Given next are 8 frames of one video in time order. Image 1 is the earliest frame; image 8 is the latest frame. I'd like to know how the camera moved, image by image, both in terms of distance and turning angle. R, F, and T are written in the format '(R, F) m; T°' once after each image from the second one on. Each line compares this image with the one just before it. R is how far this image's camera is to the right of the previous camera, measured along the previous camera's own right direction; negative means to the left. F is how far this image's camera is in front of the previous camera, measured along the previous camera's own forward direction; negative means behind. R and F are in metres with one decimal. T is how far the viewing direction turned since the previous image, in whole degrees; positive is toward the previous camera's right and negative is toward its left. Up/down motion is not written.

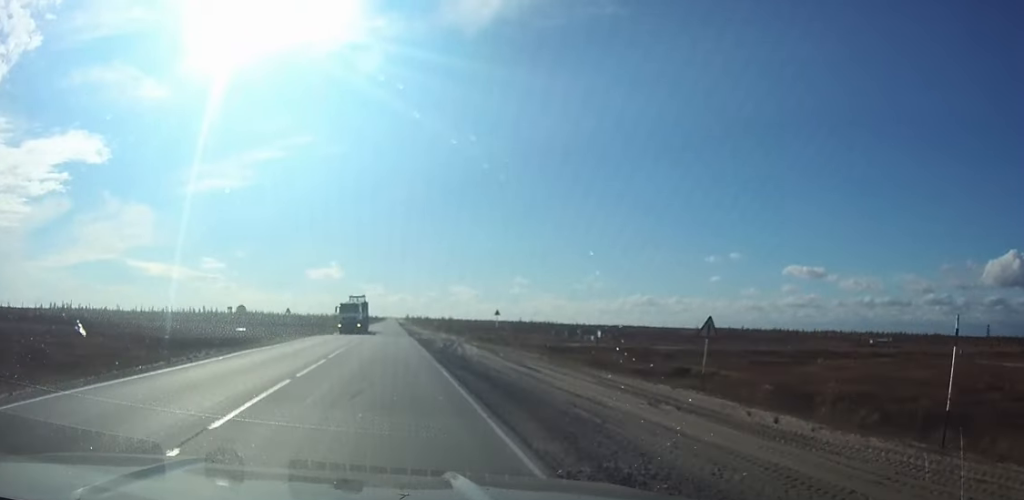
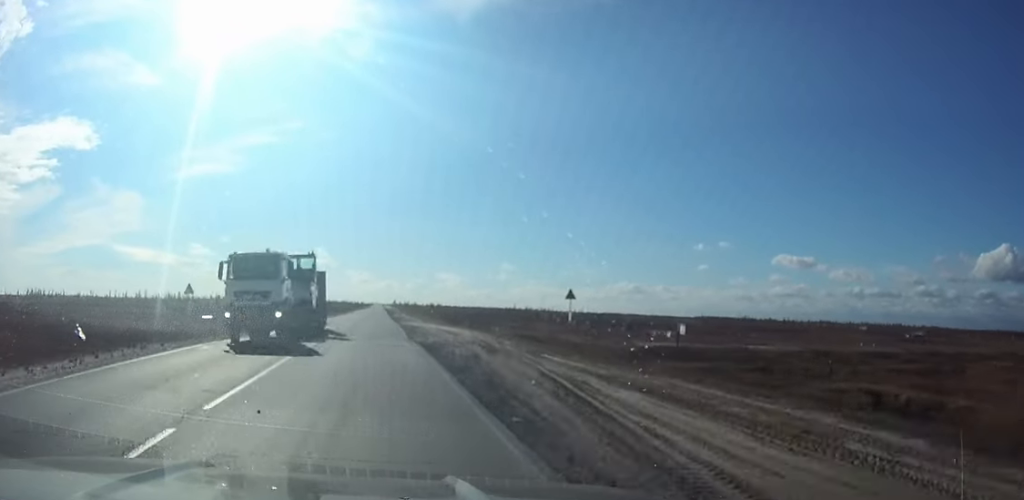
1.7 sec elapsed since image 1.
(+0.1, +26.2) m; +1°
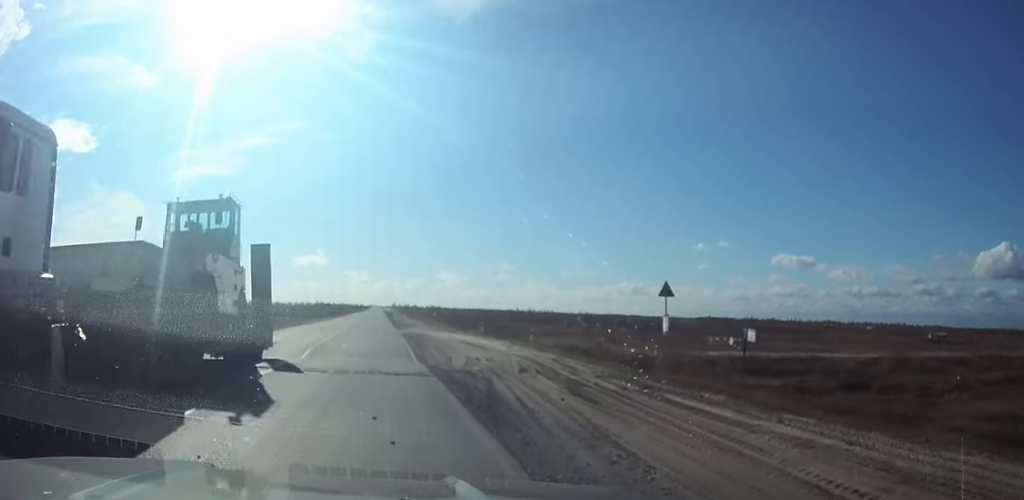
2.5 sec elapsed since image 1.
(0.0, +11.3) m; 0°
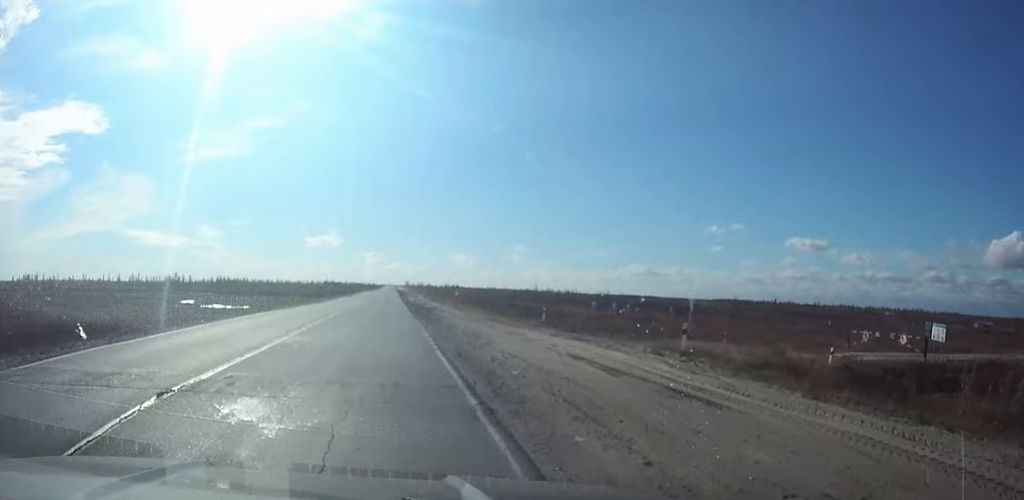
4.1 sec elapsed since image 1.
(-0.1, +21.1) m; -1°
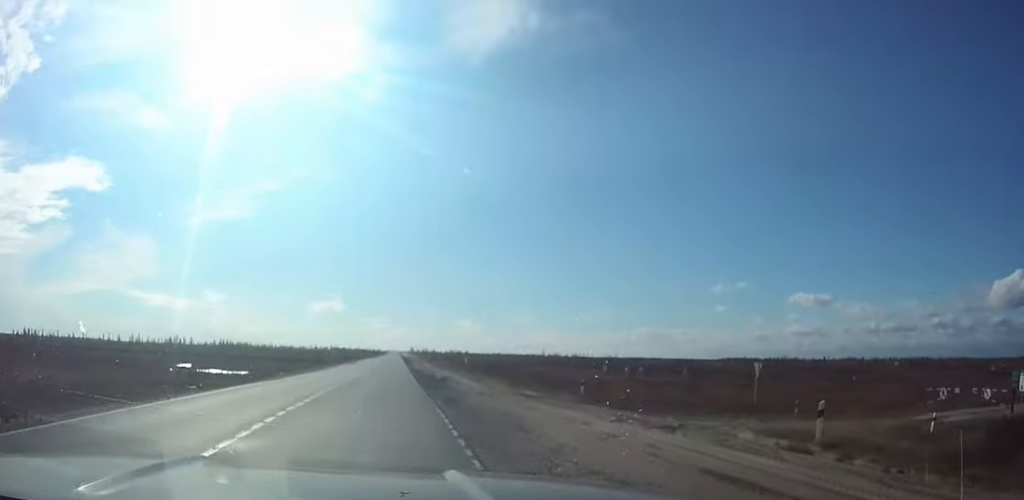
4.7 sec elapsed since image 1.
(0.0, +7.8) m; 0°
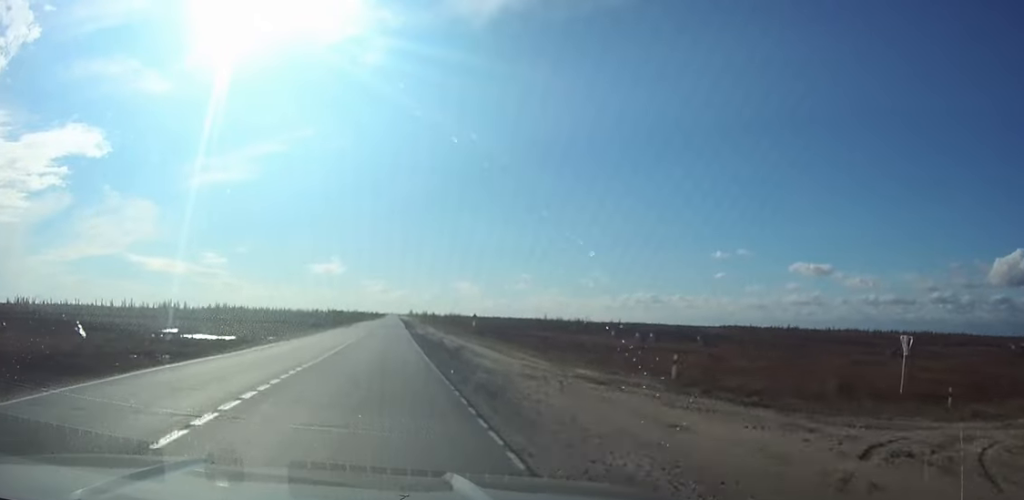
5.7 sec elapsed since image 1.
(0.0, +13.1) m; 0°
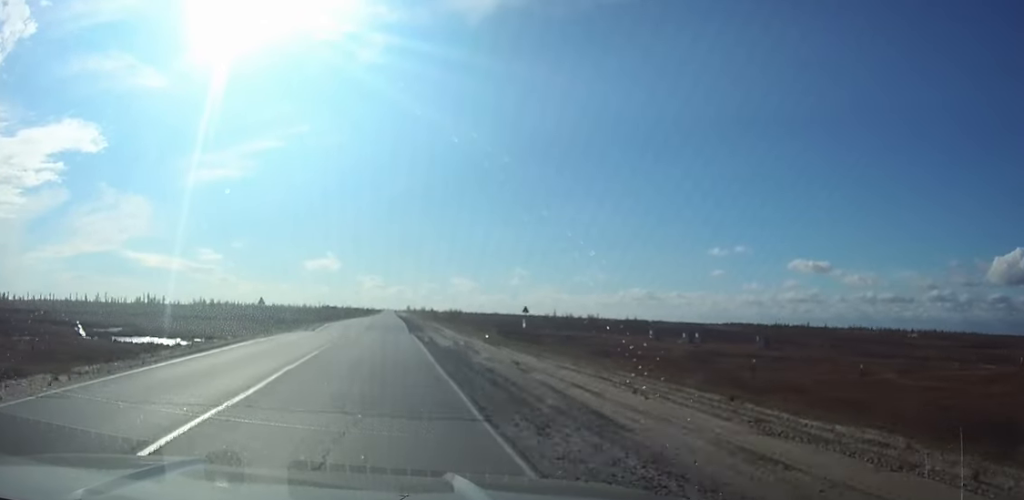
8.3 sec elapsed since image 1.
(+0.1, +36.5) m; 0°
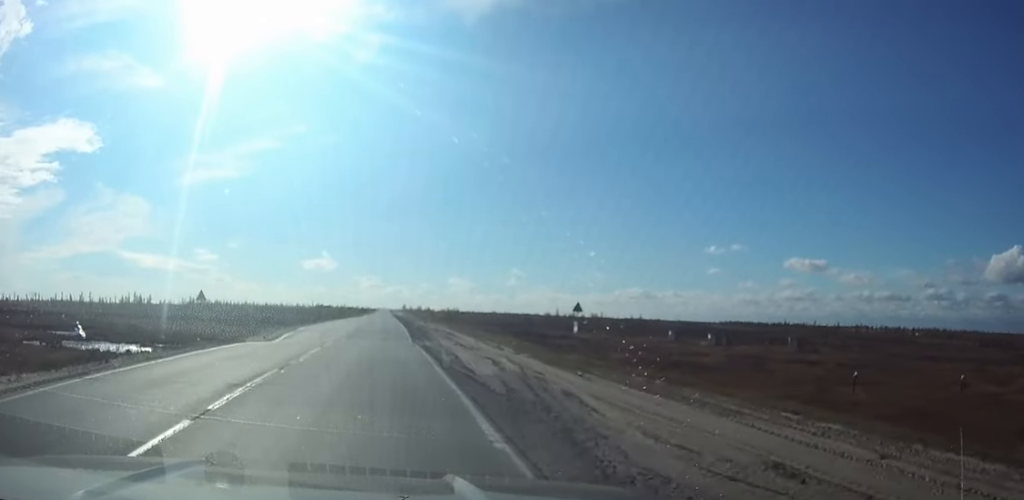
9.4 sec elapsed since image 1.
(0.0, +13.5) m; 0°
